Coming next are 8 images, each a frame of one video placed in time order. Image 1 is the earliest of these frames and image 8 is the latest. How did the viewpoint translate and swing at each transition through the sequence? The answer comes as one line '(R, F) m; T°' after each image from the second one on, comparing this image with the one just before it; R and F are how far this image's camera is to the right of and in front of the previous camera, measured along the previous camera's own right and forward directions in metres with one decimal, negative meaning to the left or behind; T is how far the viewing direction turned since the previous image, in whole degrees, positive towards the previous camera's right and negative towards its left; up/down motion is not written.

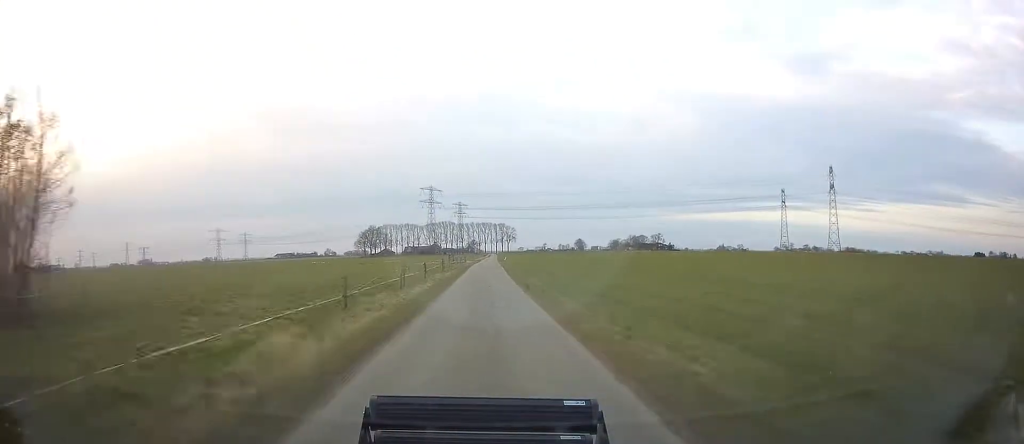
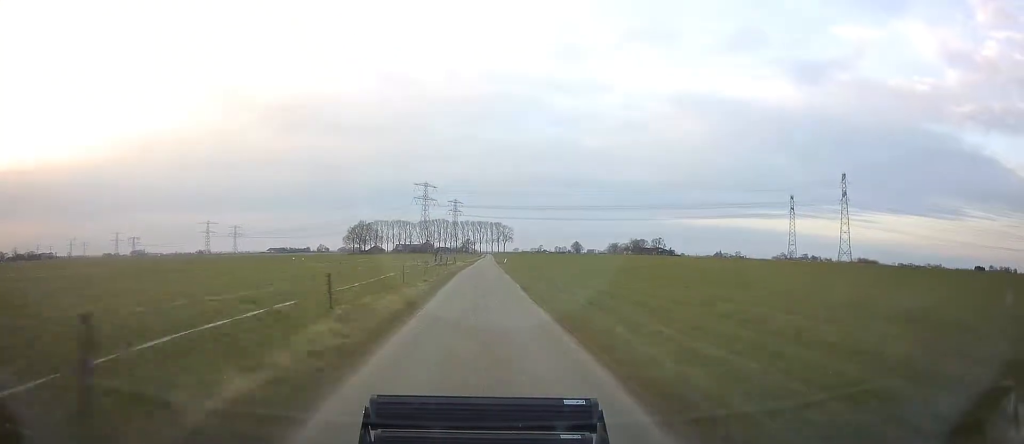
(-0.4, +20.0) m; -1°
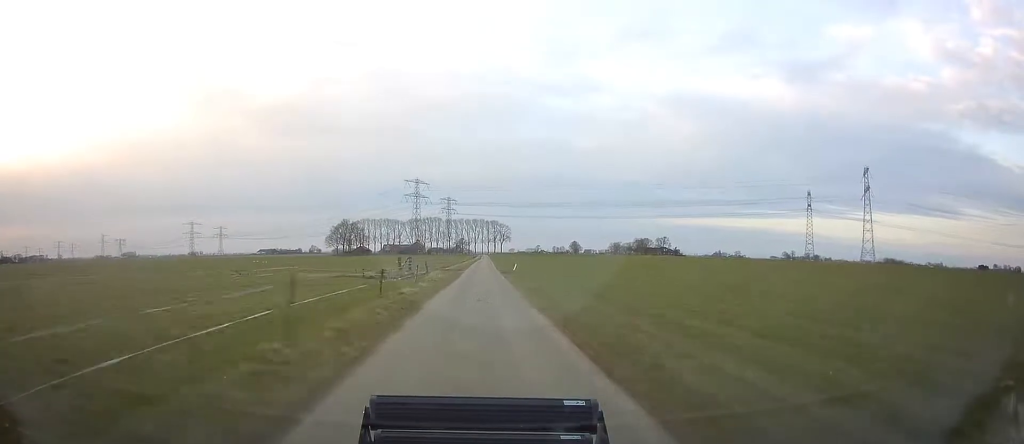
(+0.1, +32.7) m; 0°
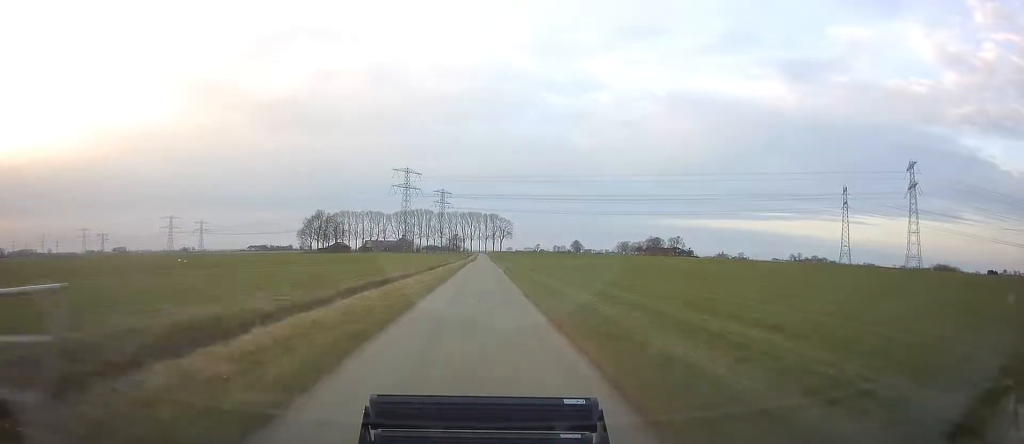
(+0.1, +49.0) m; 0°
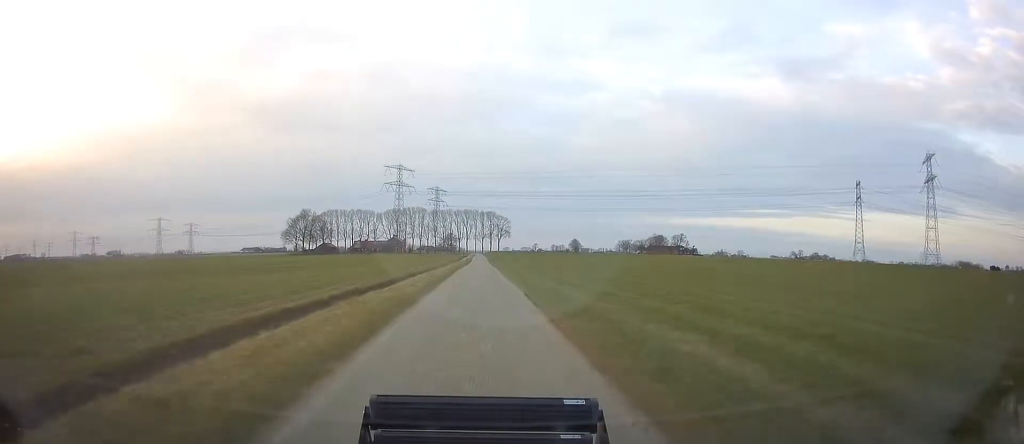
(+0.1, +19.9) m; 0°
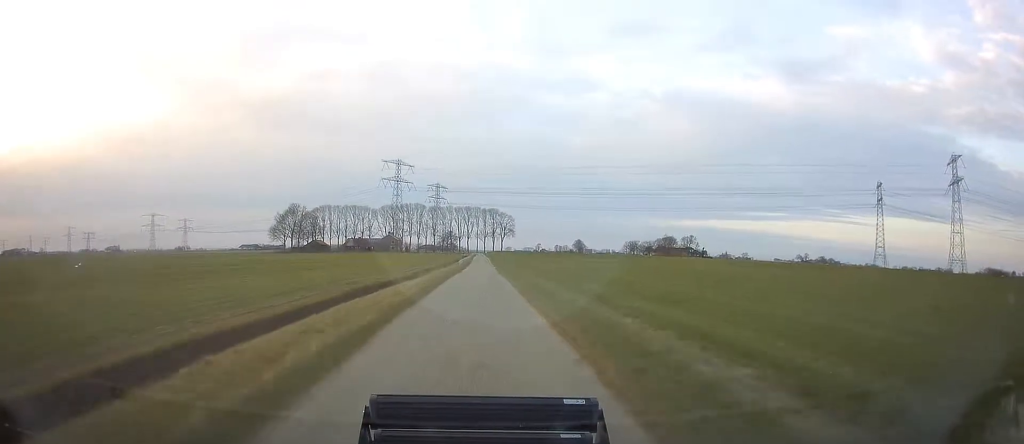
(0.0, +20.4) m; 0°
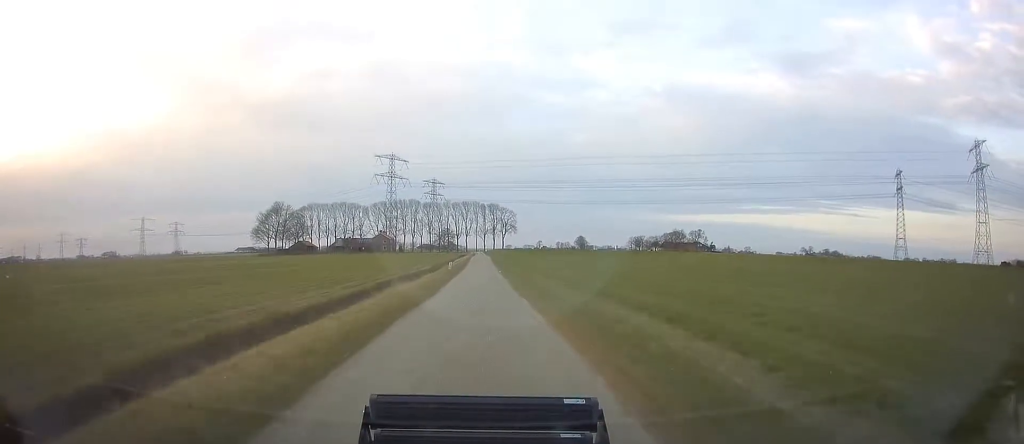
(0.0, +19.9) m; 0°
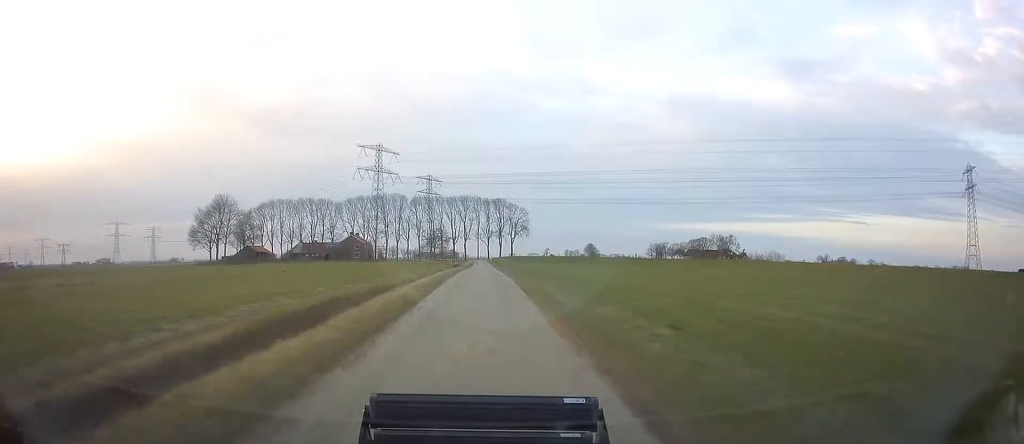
(0.0, +58.6) m; 0°
